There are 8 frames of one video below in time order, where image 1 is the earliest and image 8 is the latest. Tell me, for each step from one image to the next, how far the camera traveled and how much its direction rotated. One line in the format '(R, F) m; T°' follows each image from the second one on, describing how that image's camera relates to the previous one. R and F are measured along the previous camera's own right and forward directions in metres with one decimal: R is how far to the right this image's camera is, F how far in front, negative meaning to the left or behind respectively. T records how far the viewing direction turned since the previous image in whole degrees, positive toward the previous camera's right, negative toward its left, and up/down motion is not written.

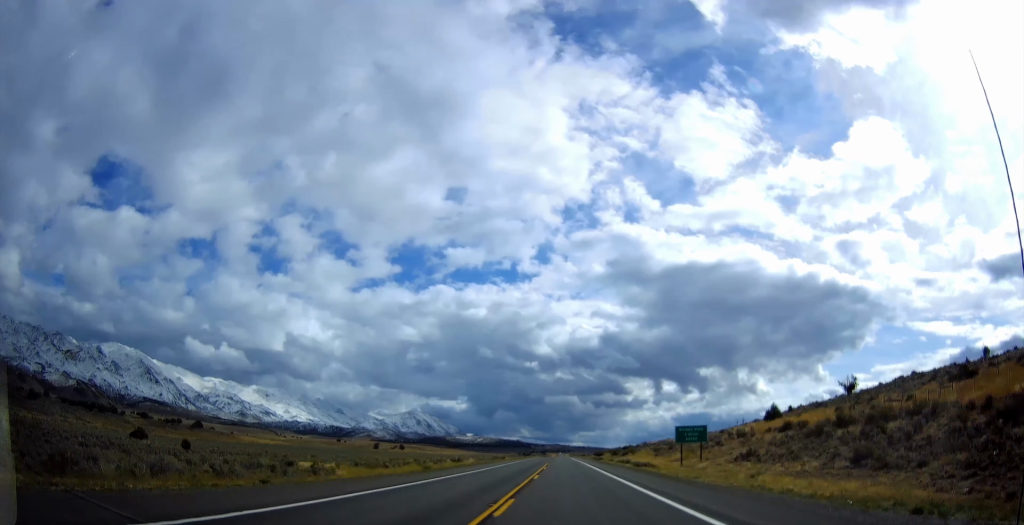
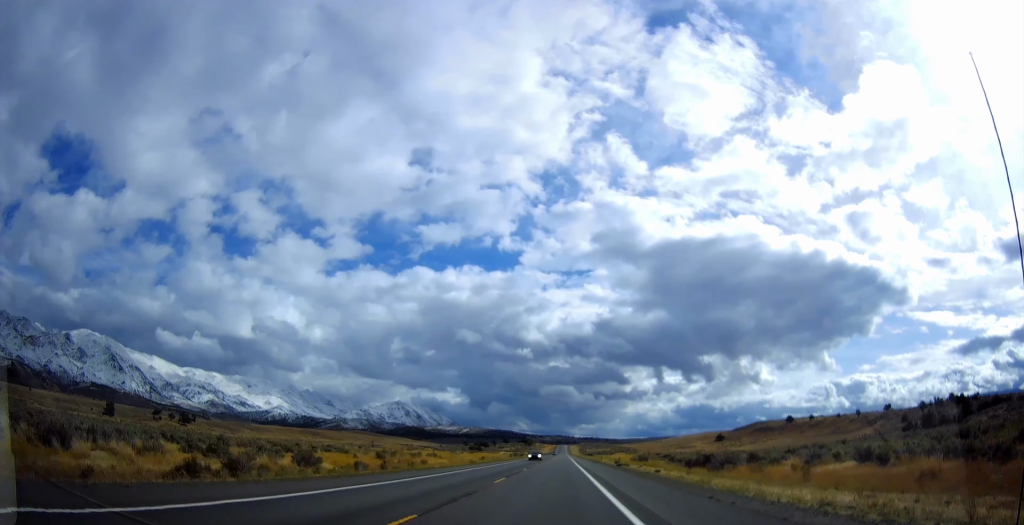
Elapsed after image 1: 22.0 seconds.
(+0.3, +550.7) m; 0°
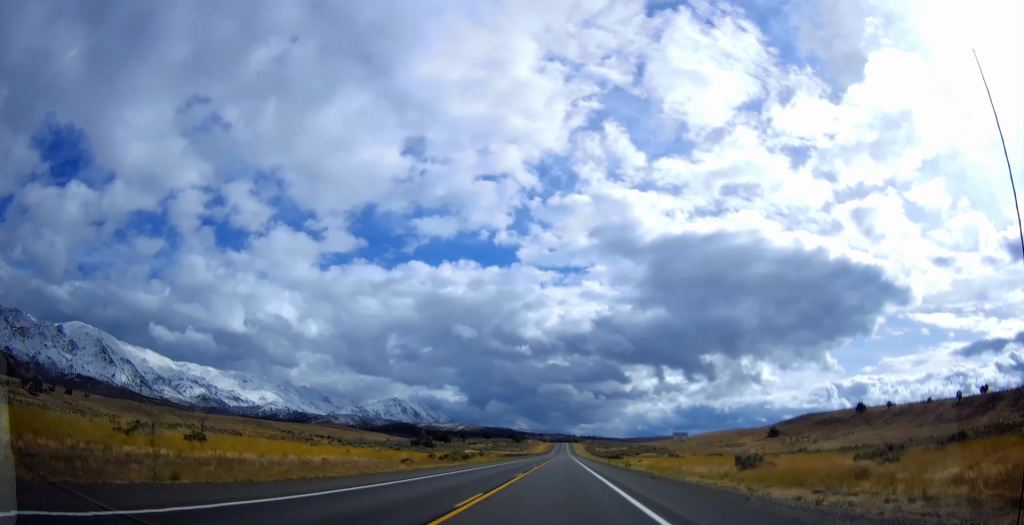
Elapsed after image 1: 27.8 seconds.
(-0.4, +141.0) m; 0°
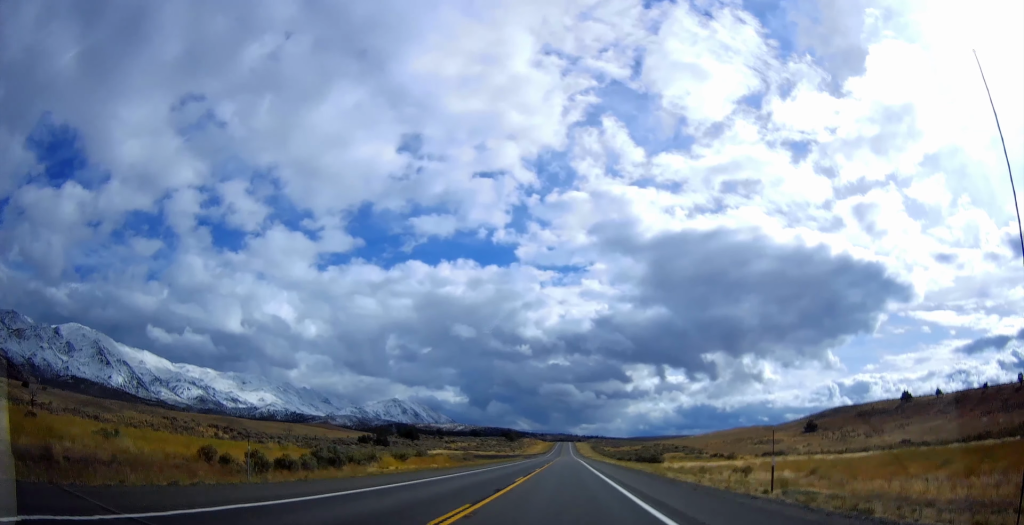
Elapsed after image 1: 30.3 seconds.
(+0.1, +60.8) m; 0°
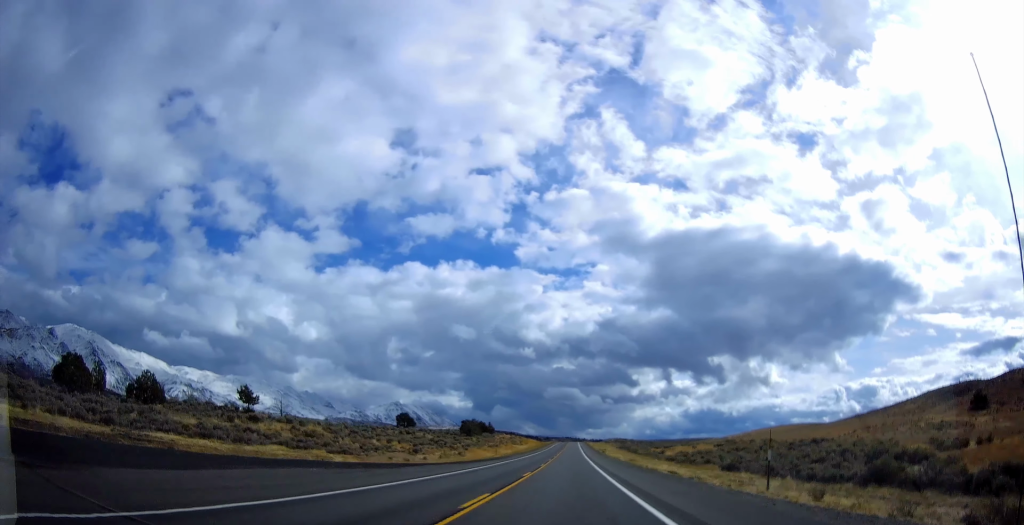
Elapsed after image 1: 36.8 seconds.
(+0.4, +157.0) m; 0°
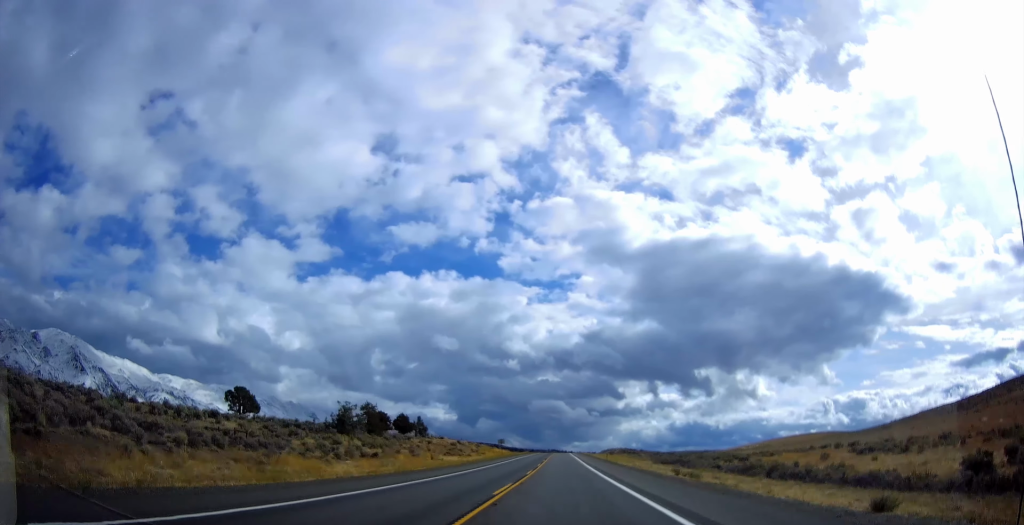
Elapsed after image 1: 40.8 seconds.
(-0.1, +95.5) m; 0°
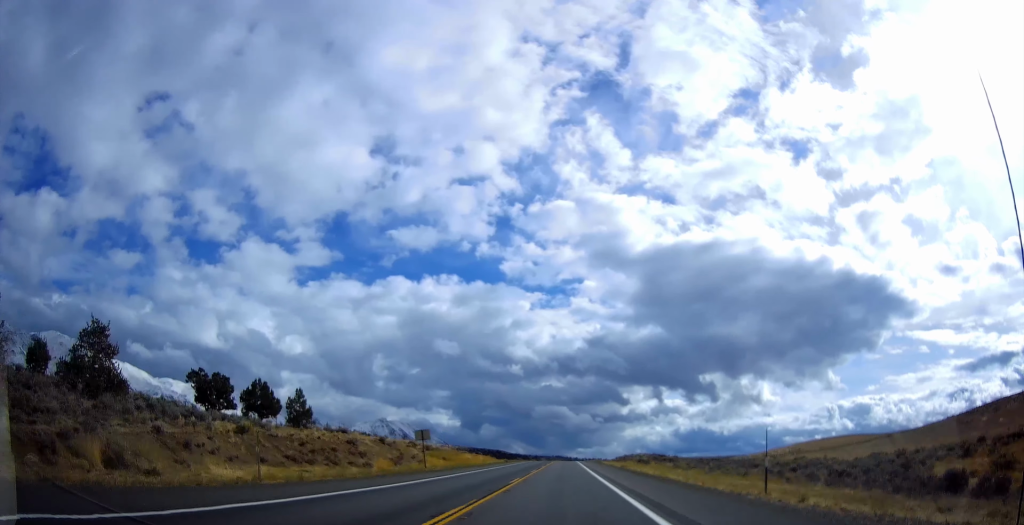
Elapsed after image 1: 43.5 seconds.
(0.0, +64.7) m; 0°
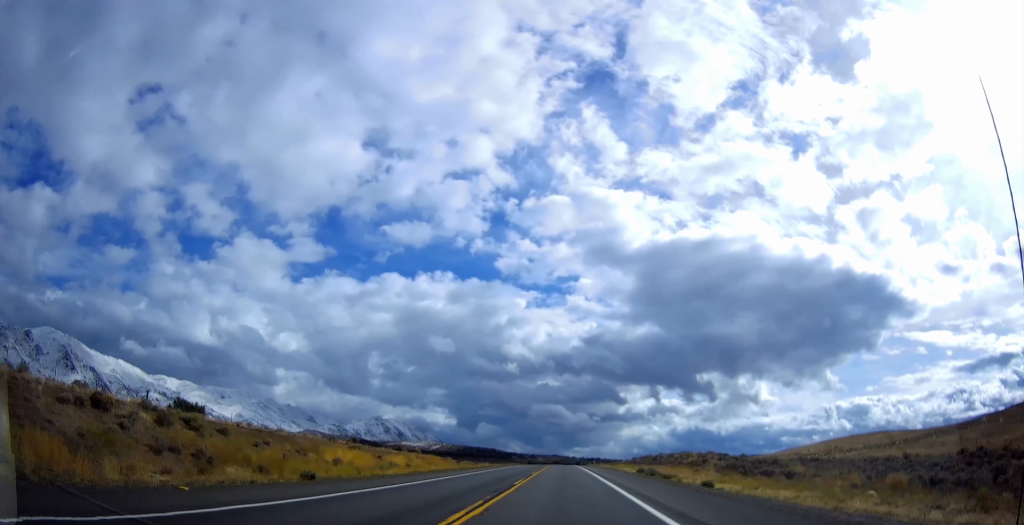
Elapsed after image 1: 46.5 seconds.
(-0.1, +70.4) m; 0°
